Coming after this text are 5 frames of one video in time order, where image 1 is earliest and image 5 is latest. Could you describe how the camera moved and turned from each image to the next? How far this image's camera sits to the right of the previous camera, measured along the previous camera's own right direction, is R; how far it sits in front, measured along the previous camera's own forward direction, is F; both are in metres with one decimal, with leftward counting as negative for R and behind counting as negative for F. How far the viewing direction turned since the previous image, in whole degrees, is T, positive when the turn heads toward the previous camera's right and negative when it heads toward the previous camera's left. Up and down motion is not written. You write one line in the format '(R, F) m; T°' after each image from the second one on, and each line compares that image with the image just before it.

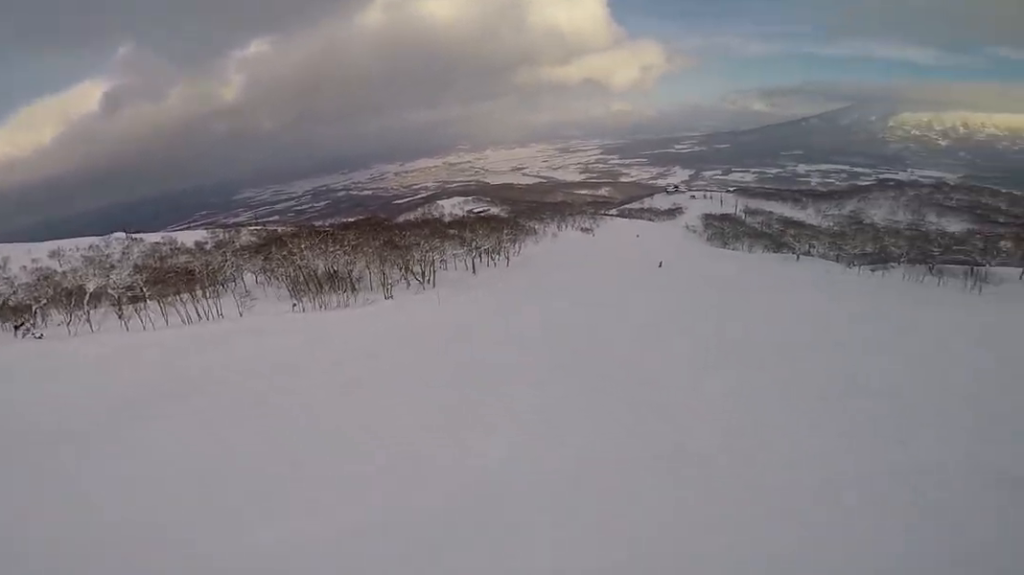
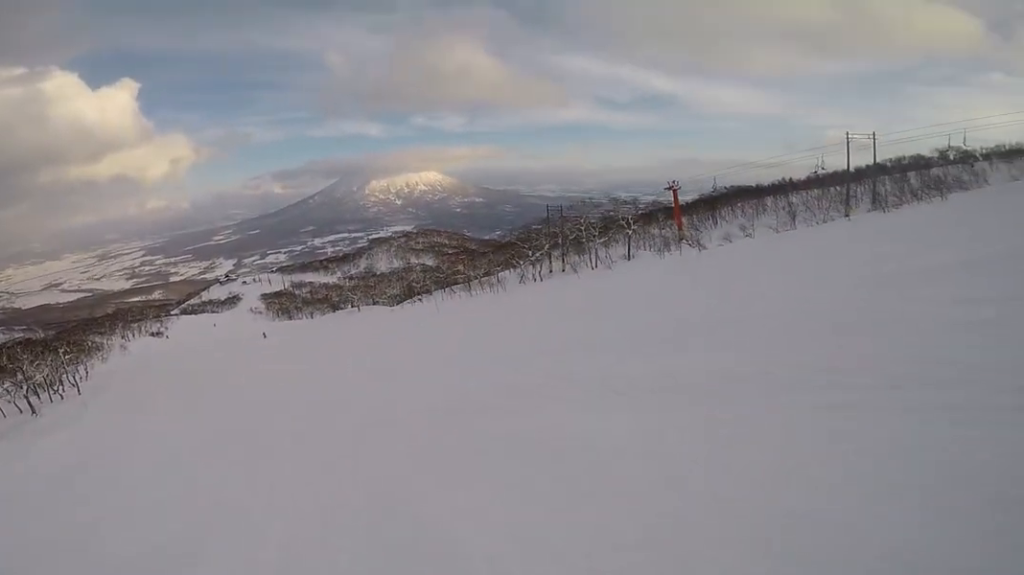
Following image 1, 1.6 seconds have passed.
(+5.5, +7.7) m; +47°
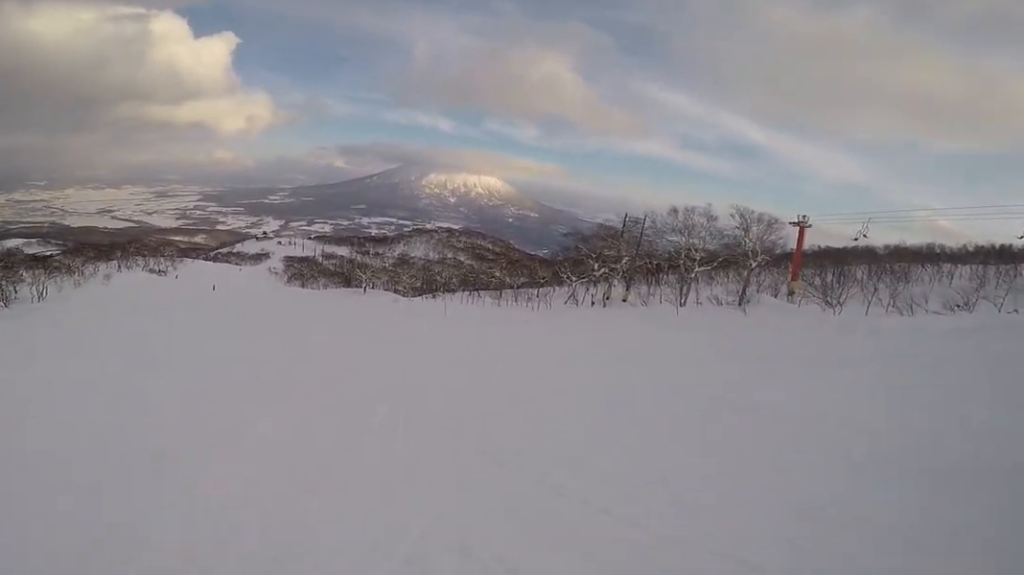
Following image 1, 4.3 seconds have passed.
(+4.0, +18.8) m; -7°
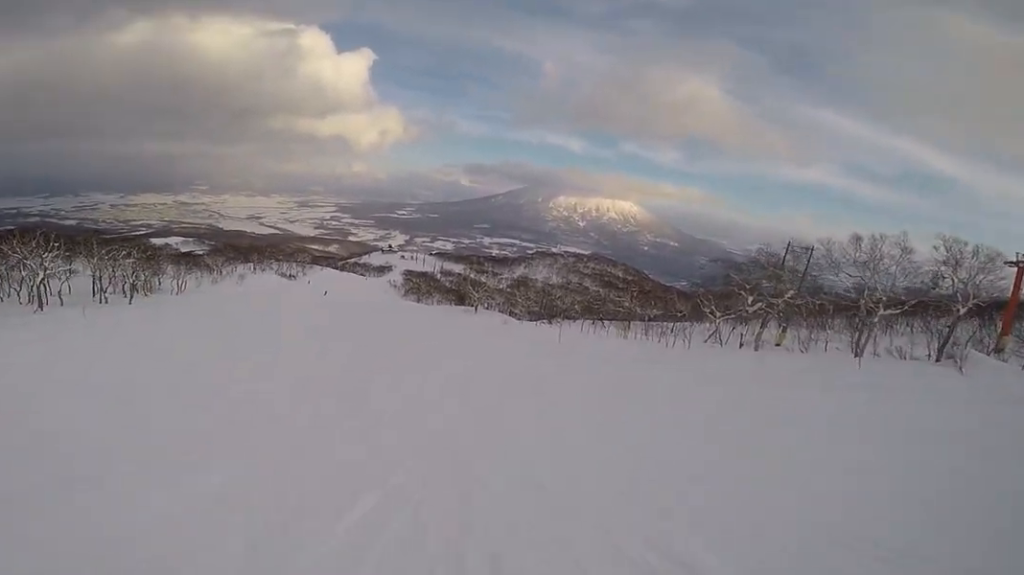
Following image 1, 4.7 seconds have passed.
(-0.9, +3.8) m; -18°
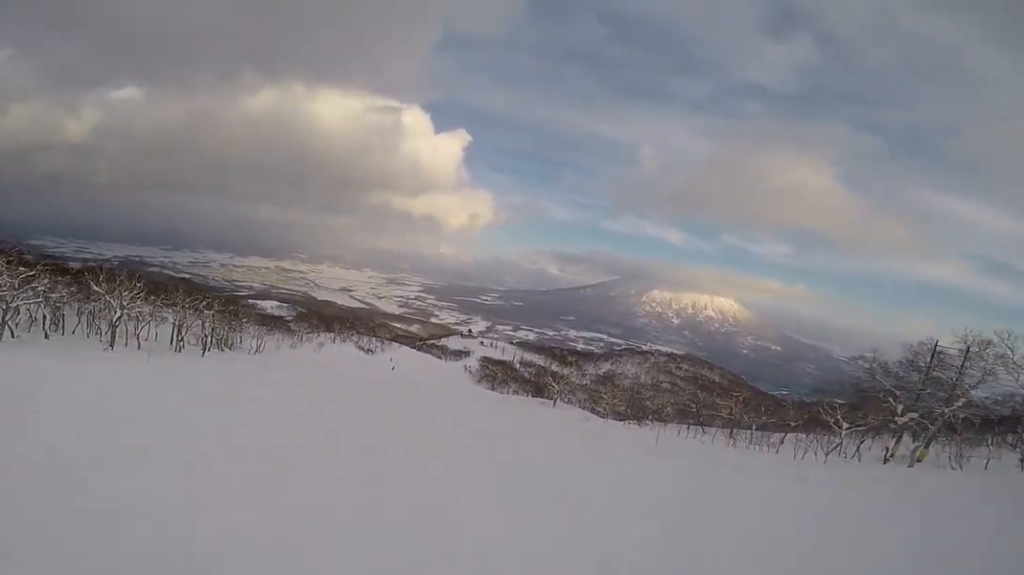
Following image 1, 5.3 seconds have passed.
(-1.0, +4.9) m; -14°
